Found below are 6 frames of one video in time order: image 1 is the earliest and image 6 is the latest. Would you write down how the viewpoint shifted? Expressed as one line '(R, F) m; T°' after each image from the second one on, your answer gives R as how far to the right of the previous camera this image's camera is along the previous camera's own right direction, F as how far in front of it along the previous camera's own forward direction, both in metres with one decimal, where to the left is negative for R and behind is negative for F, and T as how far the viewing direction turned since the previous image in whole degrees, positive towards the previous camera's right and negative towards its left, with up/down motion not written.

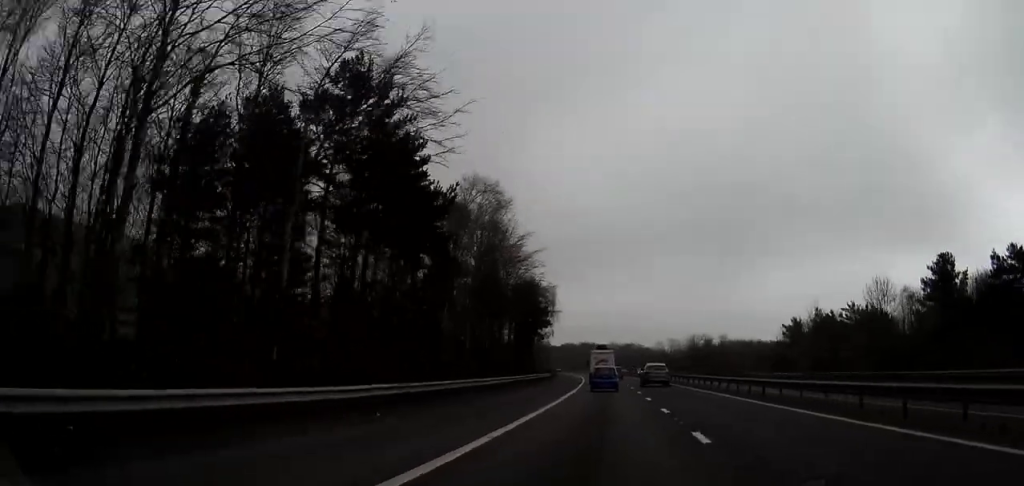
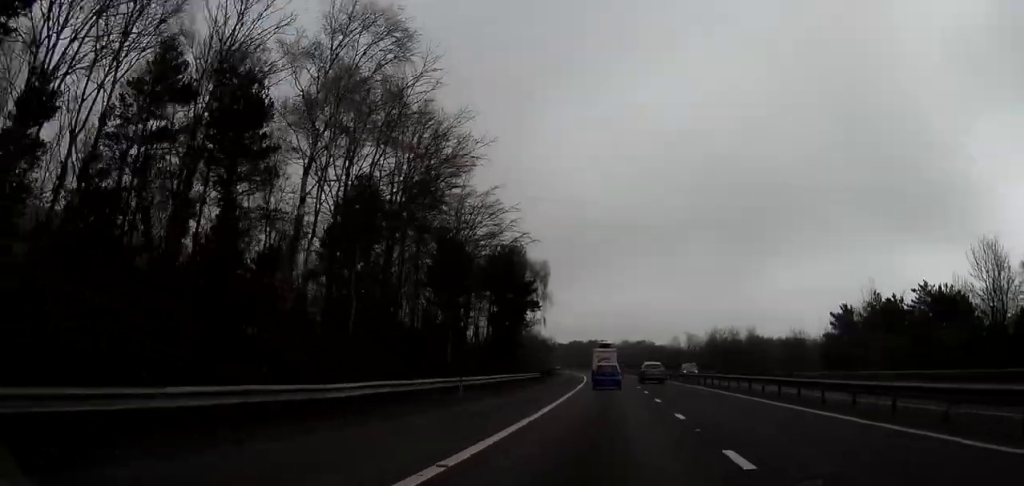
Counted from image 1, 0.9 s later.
(-0.2, +21.0) m; -1°
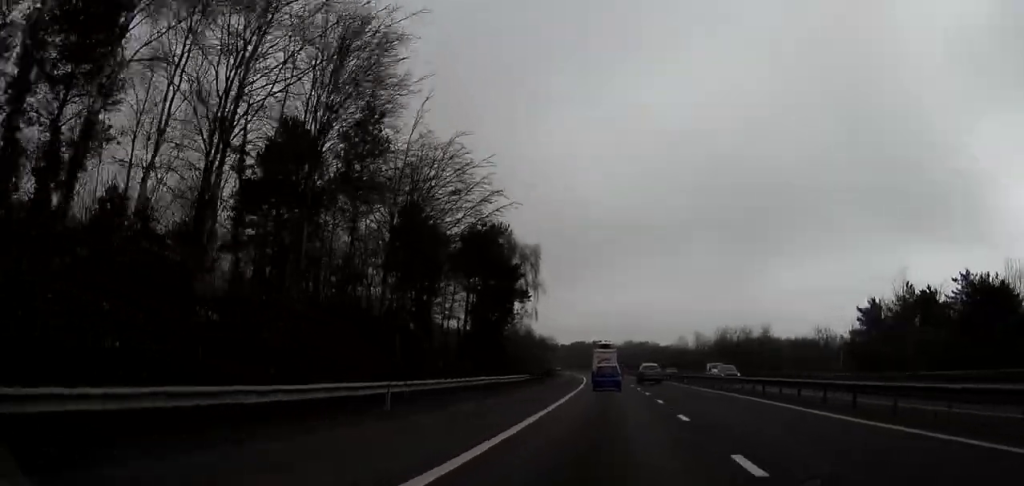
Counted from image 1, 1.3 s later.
(0.0, +9.3) m; 0°
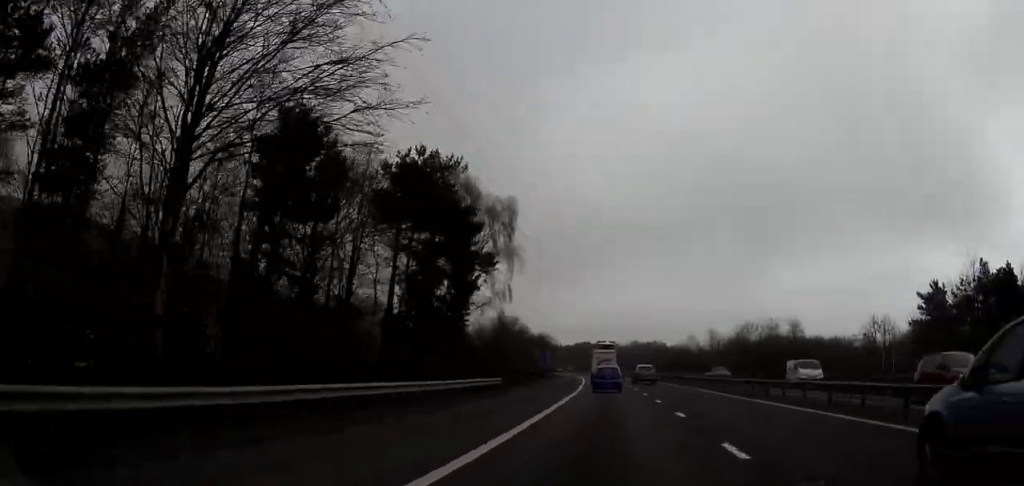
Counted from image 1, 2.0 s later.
(-0.1, +16.4) m; -1°
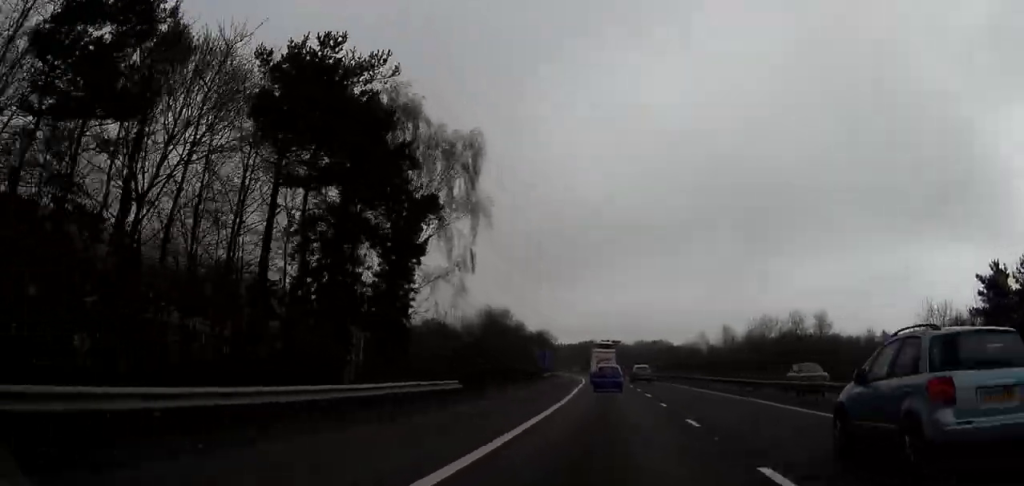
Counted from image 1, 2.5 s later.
(0.0, +11.7) m; -1°
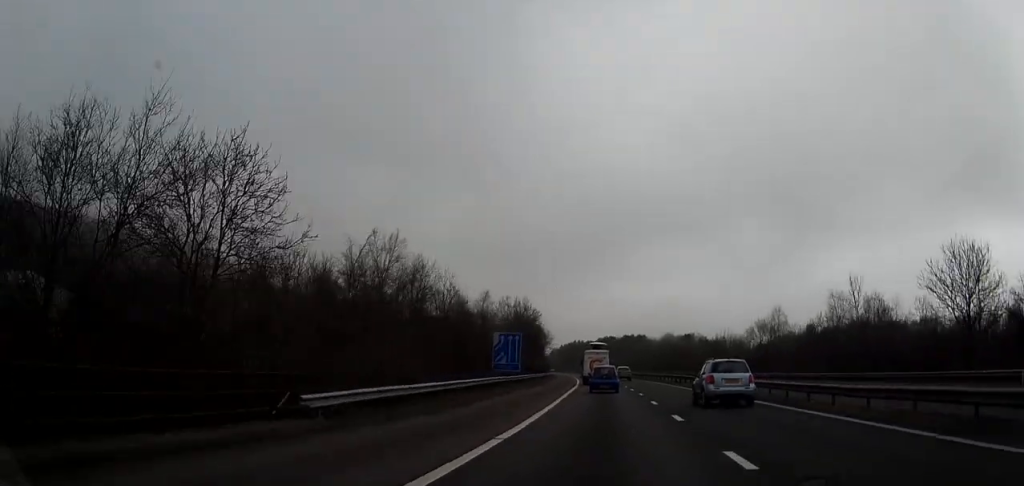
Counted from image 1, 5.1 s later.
(-0.6, +60.4) m; -1°
